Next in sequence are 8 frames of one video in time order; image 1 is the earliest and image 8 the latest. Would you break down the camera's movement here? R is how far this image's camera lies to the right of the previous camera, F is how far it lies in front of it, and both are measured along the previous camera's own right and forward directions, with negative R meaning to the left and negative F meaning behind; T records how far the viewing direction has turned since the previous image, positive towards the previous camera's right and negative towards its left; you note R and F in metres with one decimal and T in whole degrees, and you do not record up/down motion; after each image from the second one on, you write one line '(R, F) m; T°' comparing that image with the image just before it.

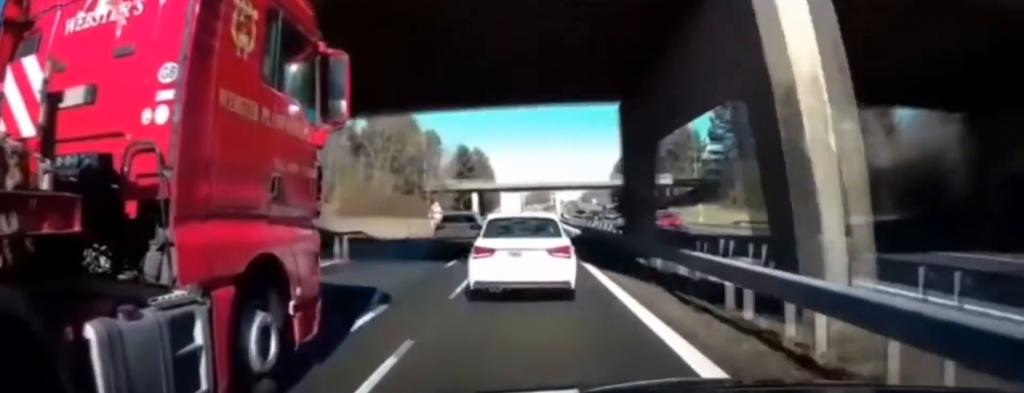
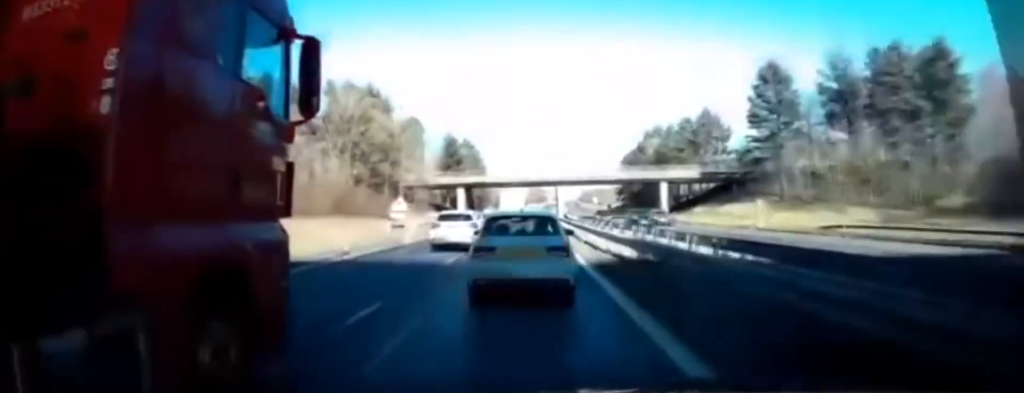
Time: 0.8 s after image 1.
(0.0, +17.1) m; 0°
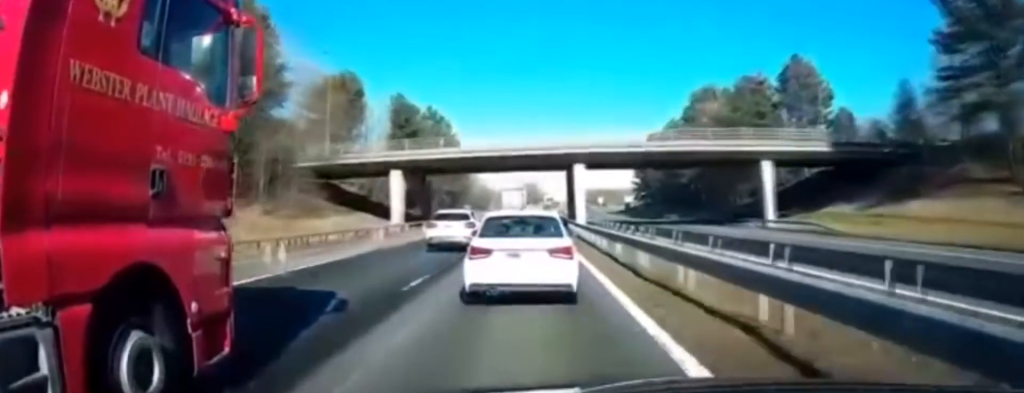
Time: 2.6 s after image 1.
(-0.2, +38.8) m; +1°
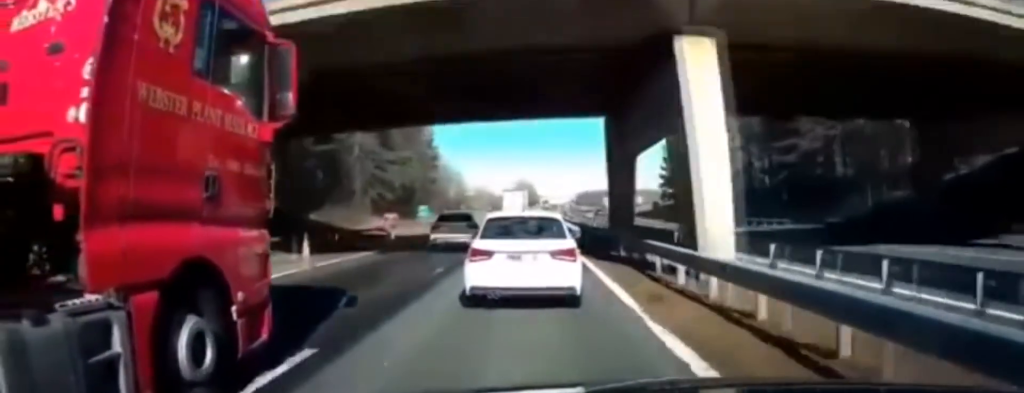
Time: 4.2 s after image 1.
(-0.1, +33.8) m; -1°
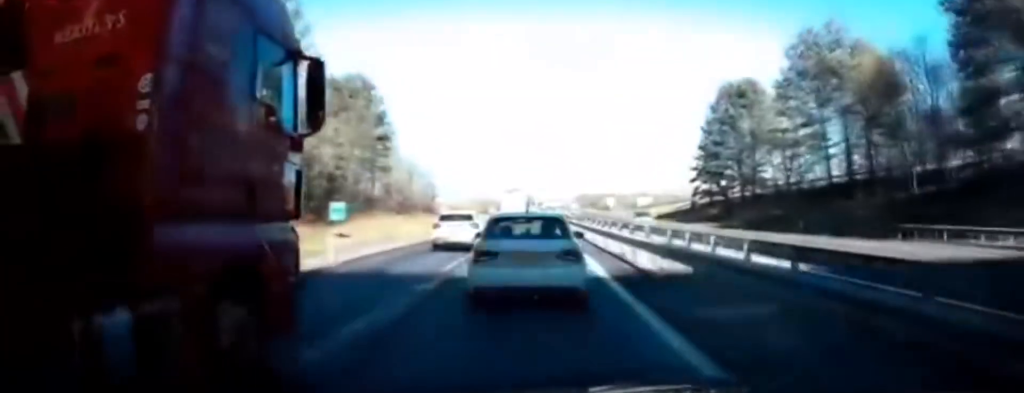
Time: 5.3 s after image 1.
(+0.3, +25.0) m; +2°
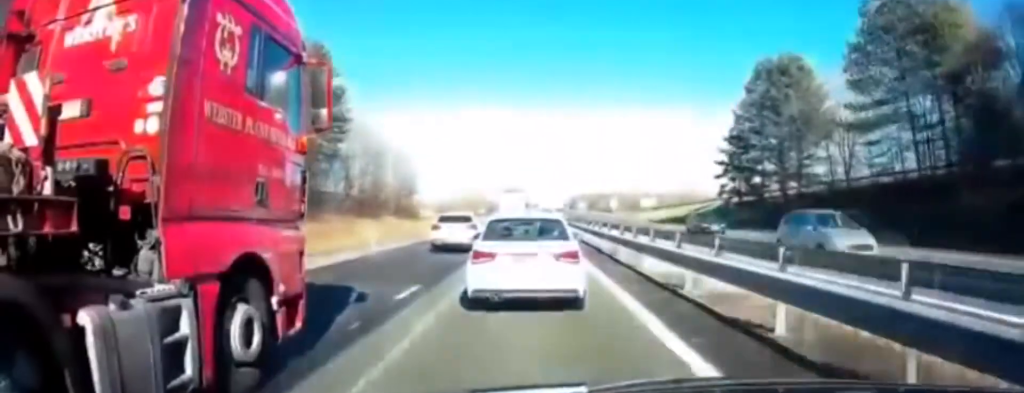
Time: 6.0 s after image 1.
(+0.1, +13.6) m; +1°
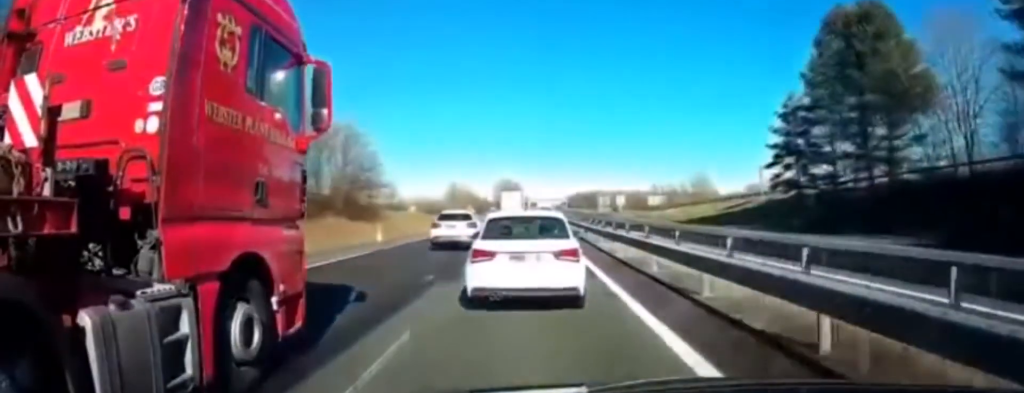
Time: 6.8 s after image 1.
(+0.1, +17.0) m; +1°
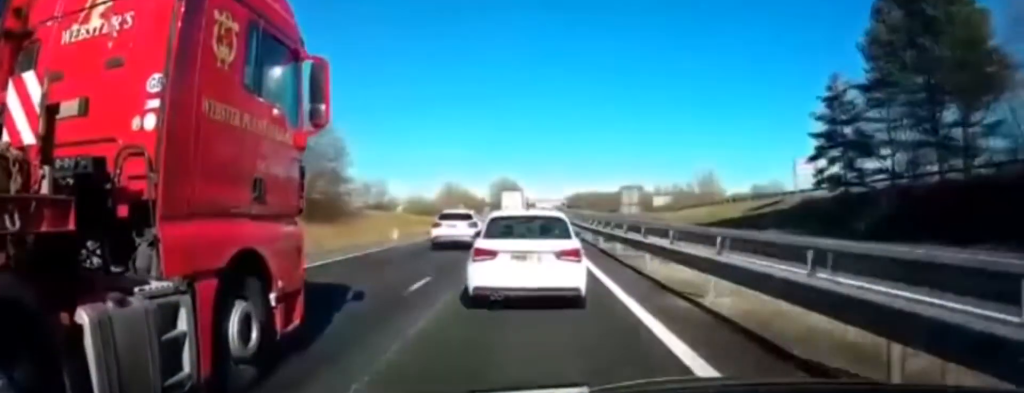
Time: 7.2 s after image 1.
(+0.1, +9.3) m; 0°
